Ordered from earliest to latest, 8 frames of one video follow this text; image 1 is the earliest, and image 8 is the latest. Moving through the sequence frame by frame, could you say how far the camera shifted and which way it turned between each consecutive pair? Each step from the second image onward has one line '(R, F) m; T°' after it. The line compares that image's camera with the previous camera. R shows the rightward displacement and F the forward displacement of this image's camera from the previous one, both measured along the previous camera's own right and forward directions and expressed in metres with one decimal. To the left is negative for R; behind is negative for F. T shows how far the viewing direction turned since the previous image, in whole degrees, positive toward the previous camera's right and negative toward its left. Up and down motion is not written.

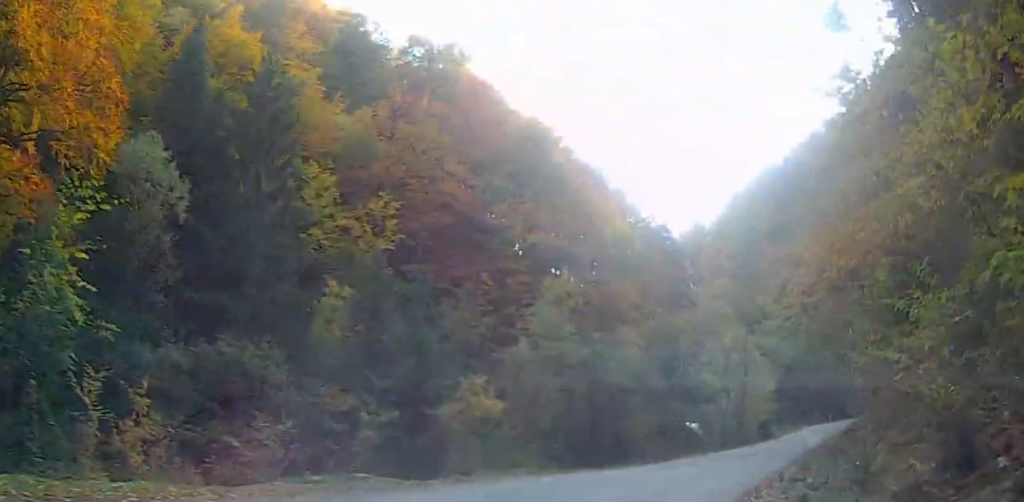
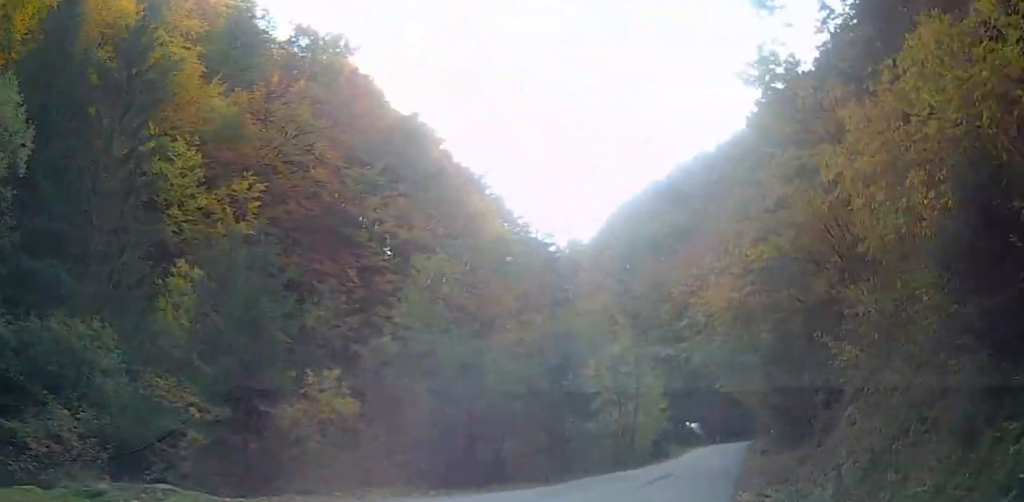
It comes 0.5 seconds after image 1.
(+0.8, +5.8) m; +10°
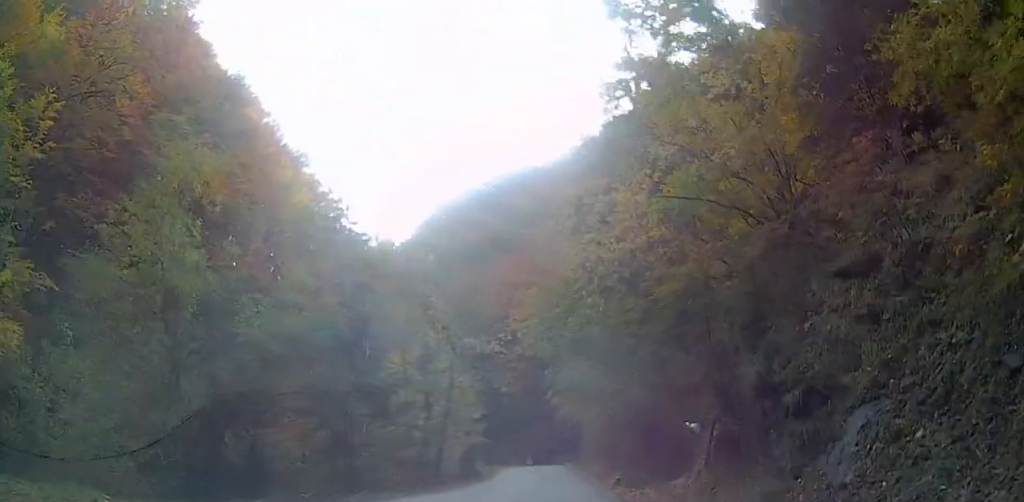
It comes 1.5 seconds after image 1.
(+1.6, +9.7) m; +15°
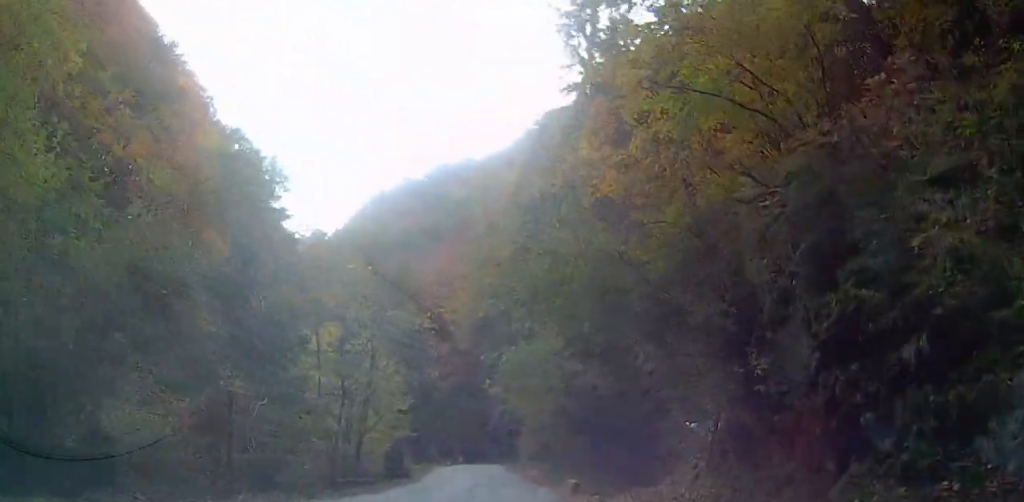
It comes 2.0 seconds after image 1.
(+0.5, +5.8) m; +5°
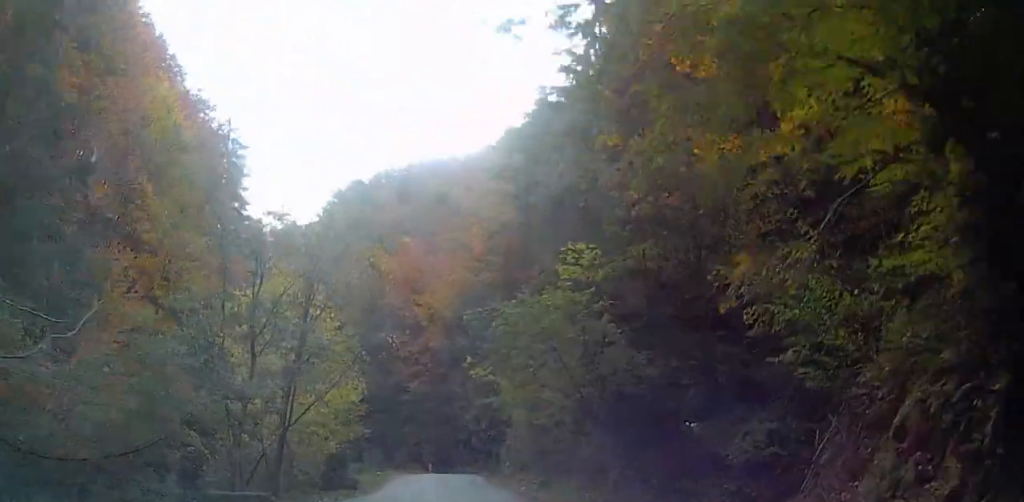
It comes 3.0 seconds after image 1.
(+0.4, +9.7) m; +3°
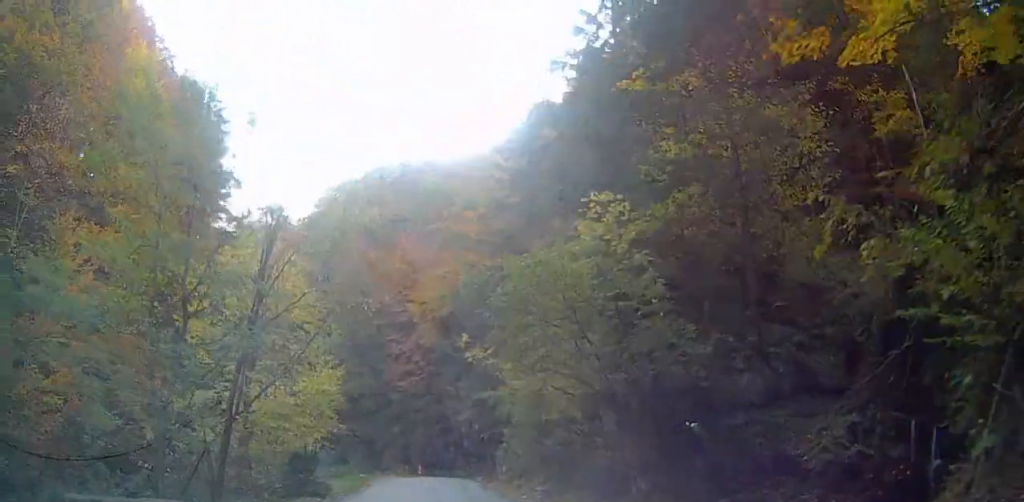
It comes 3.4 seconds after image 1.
(+0.1, +4.5) m; +2°
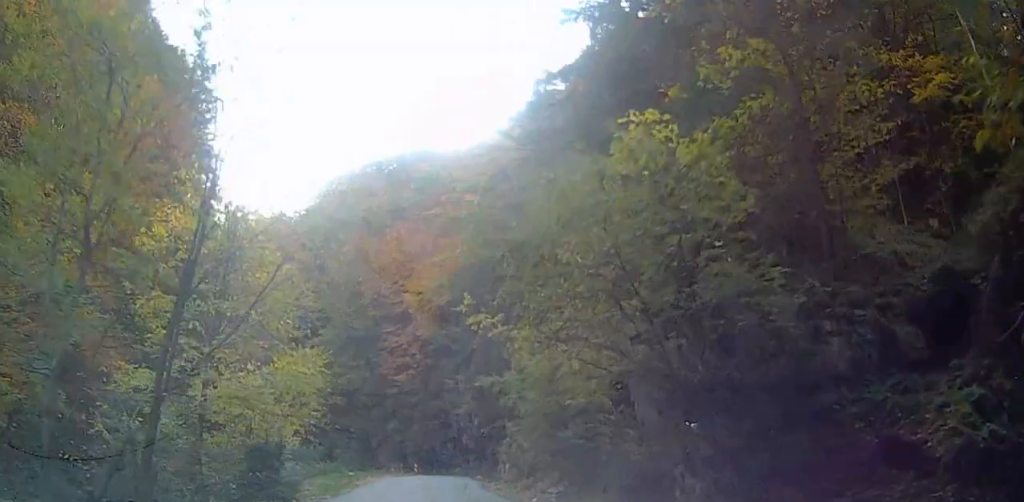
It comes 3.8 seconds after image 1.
(-0.1, +4.2) m; +2°
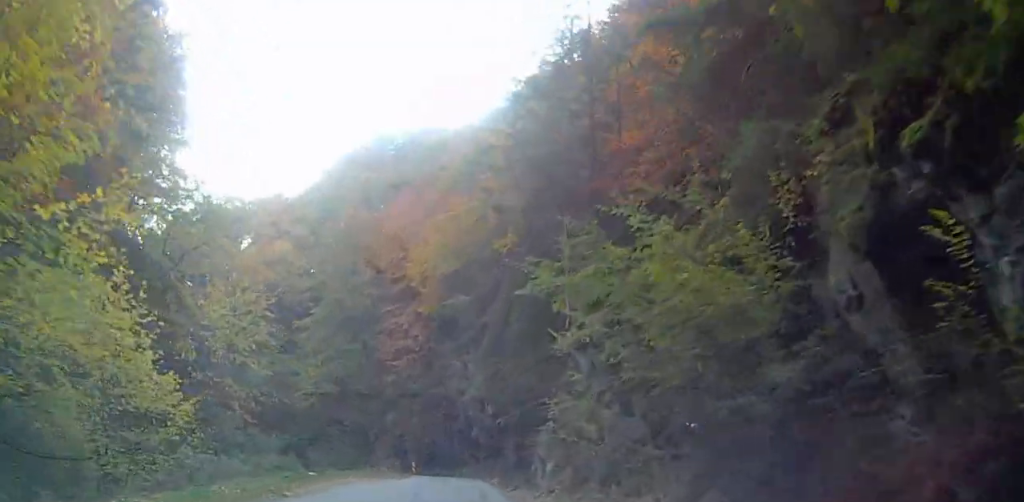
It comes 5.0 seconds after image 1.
(+0.9, +13.3) m; +5°
